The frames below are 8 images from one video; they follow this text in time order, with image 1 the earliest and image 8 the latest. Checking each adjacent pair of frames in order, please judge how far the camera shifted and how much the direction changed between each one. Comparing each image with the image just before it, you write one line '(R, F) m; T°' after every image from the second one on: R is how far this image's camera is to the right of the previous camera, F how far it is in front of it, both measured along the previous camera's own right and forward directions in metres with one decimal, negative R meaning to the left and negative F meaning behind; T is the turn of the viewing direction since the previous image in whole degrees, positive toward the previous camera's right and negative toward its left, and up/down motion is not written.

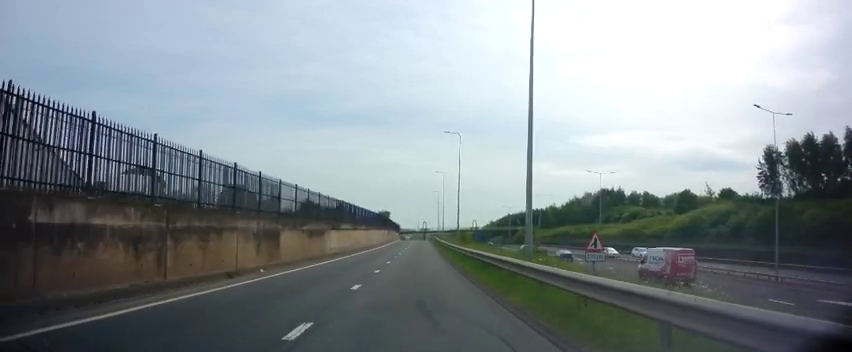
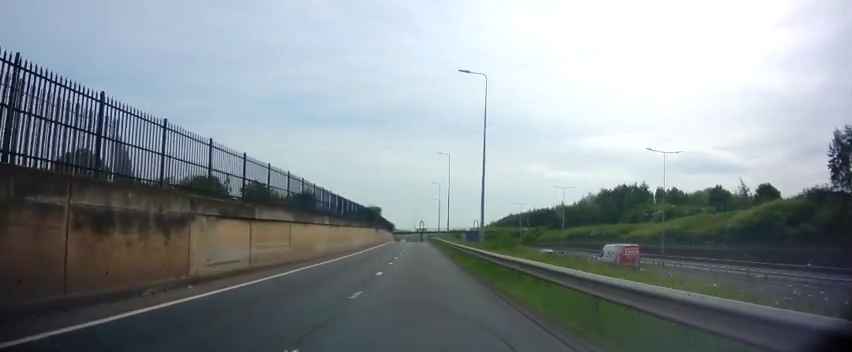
(+0.1, +19.7) m; 0°
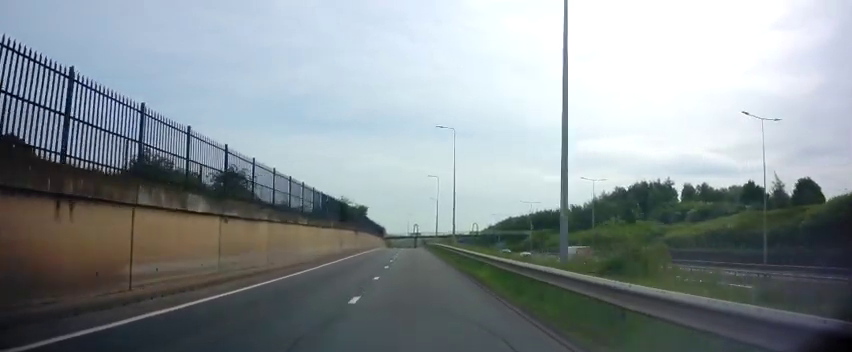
(-0.1, +18.0) m; -1°
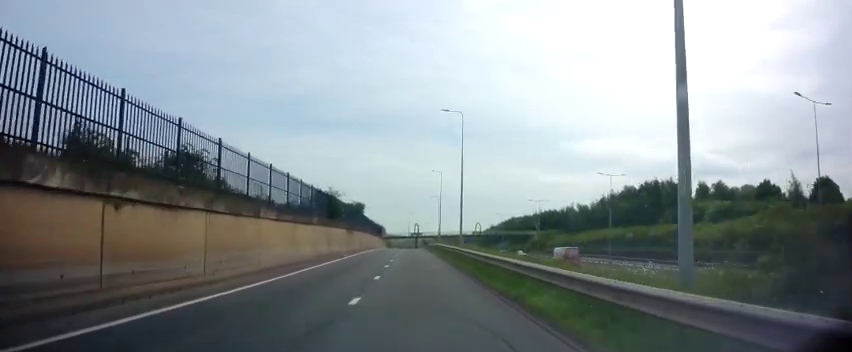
(0.0, +6.2) m; 0°
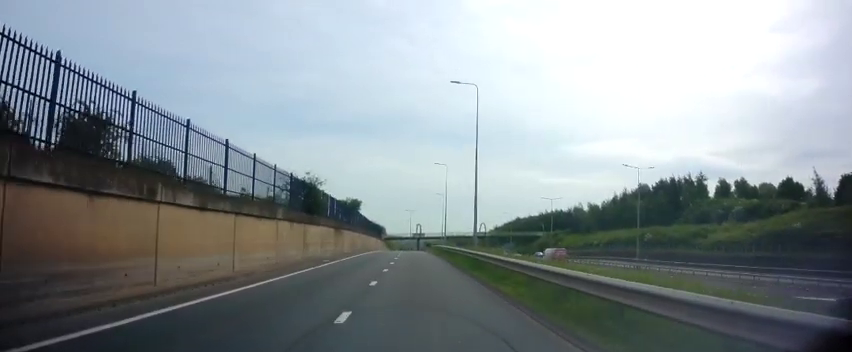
(0.0, +7.9) m; +2°
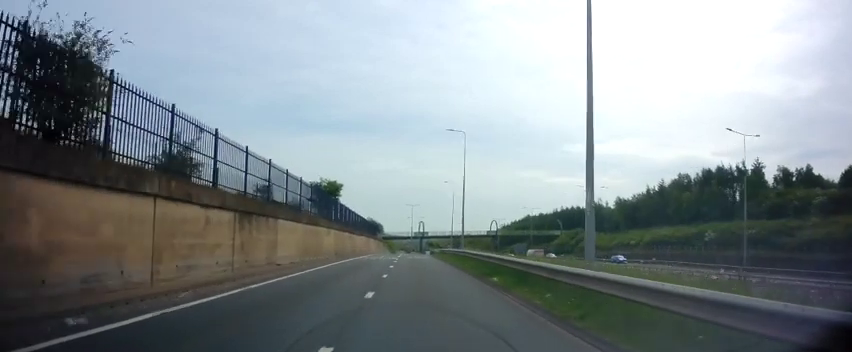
(+0.6, +20.4) m; +1°
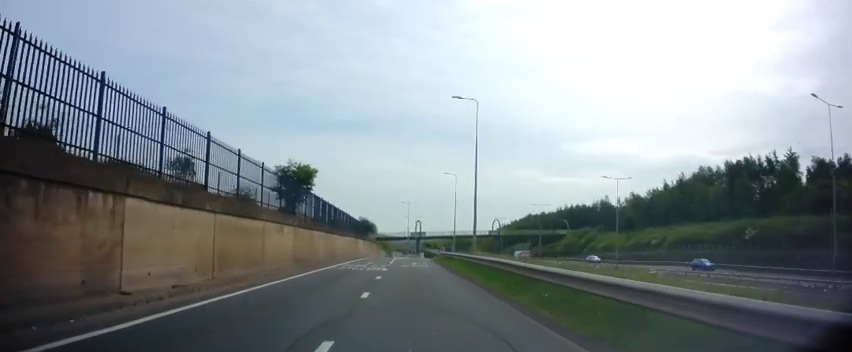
(-0.4, +11.3) m; -2°
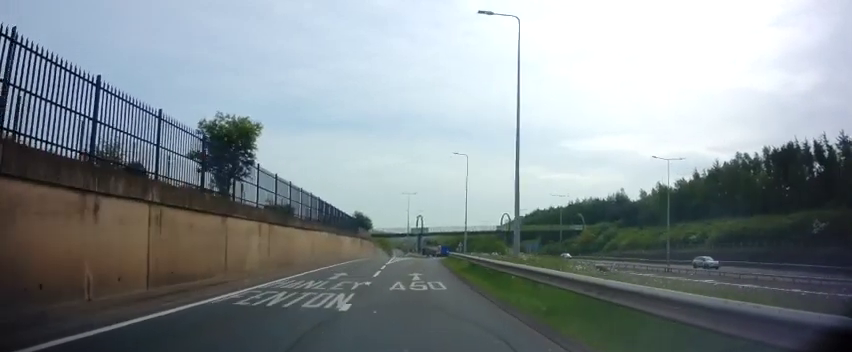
(0.0, +13.9) m; 0°
